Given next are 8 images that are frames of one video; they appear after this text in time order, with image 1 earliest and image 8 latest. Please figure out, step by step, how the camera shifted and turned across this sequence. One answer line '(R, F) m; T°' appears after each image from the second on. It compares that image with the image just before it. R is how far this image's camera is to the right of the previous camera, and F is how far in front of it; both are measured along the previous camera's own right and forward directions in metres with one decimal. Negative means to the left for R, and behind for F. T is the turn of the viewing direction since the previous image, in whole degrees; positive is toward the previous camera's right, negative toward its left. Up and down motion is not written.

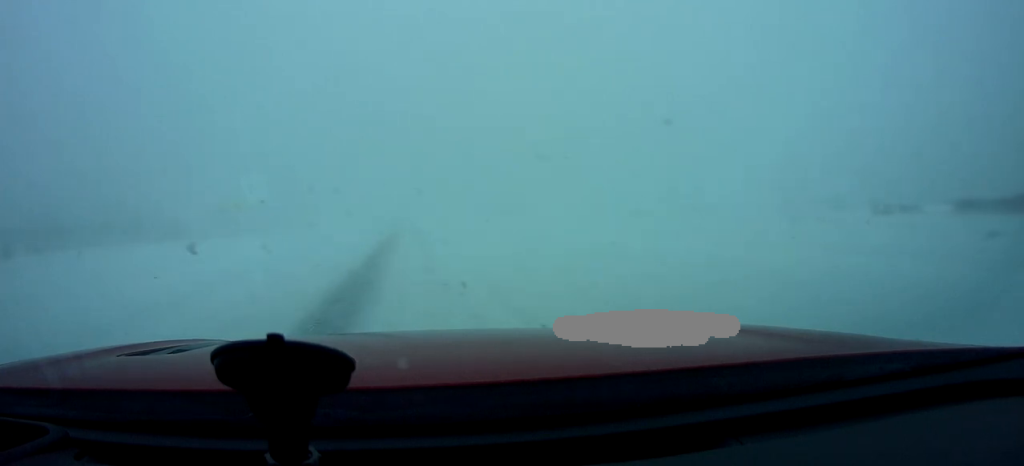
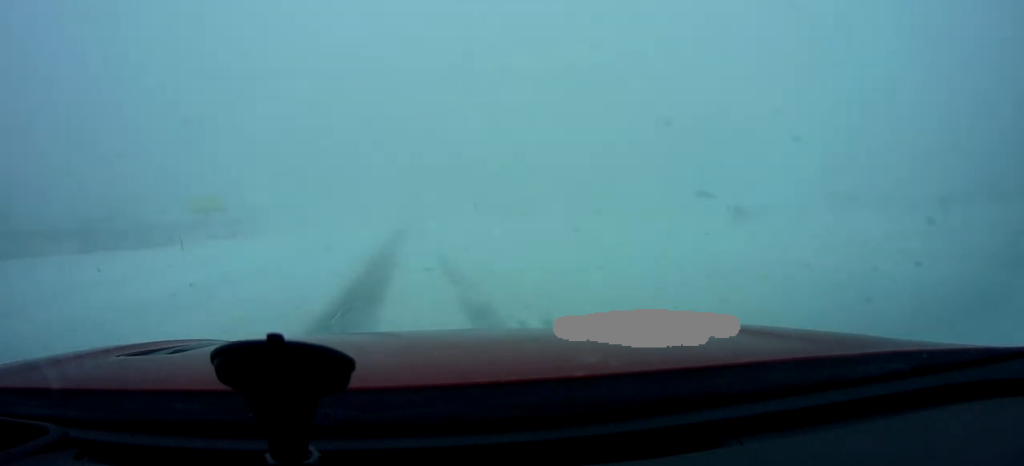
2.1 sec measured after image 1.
(-0.7, +28.0) m; -3°
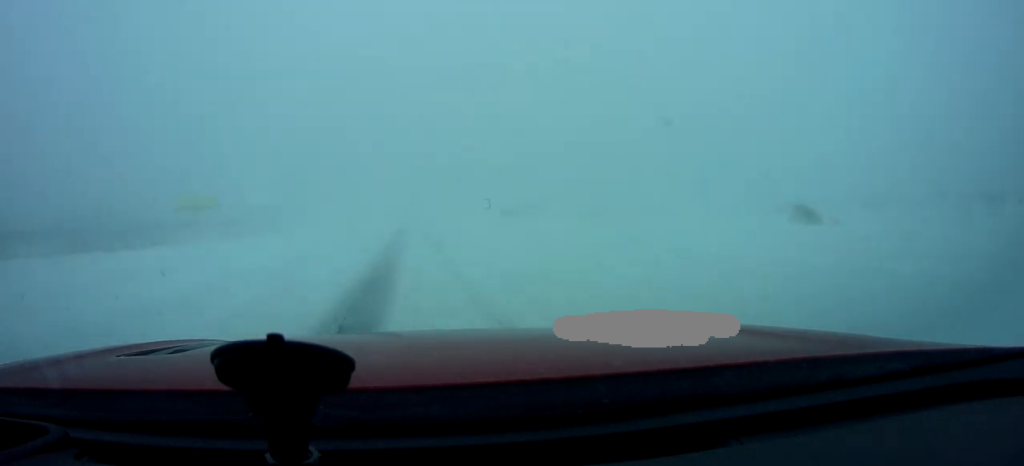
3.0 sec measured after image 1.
(0.0, +10.8) m; -1°
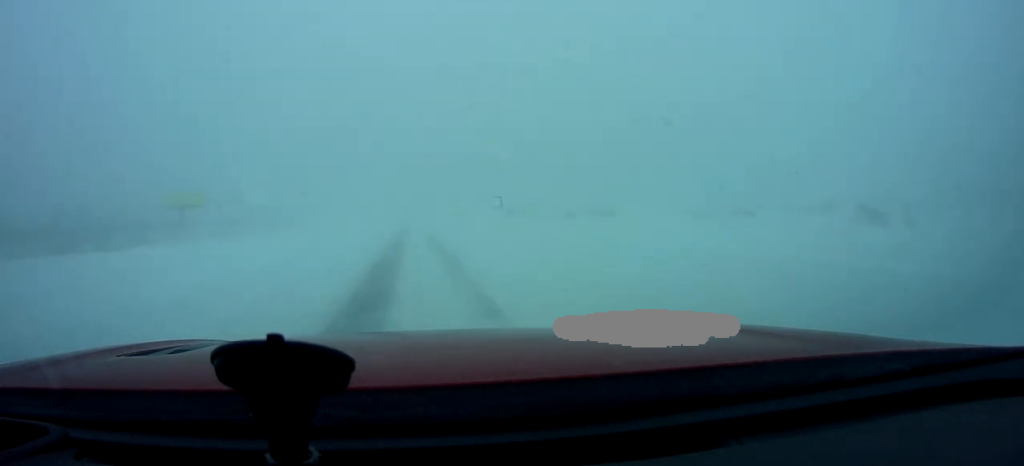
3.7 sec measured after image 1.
(-0.1, +9.3) m; 0°
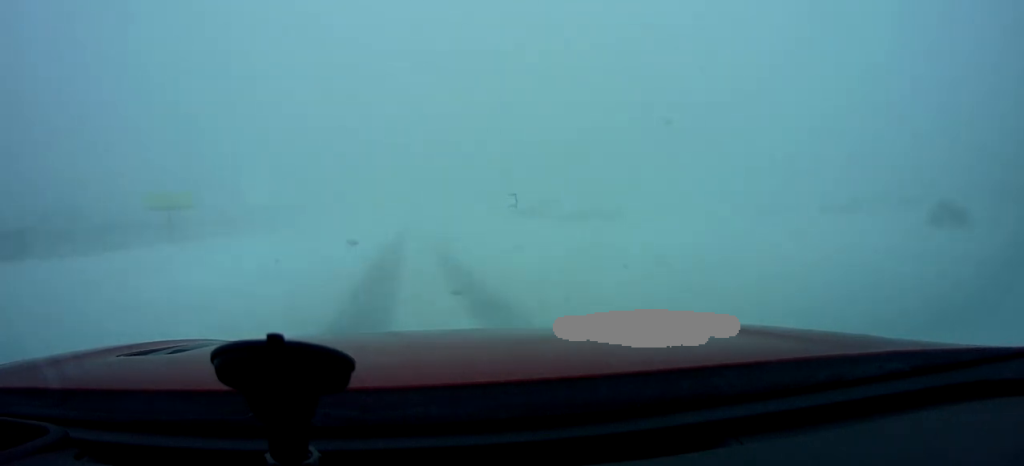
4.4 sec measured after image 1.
(-0.1, +9.4) m; +1°
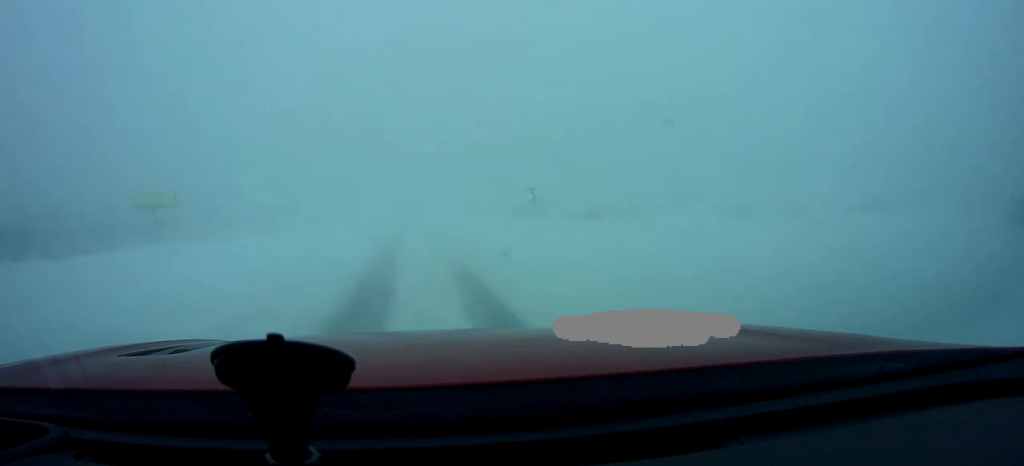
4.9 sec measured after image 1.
(+0.3, +7.7) m; +1°
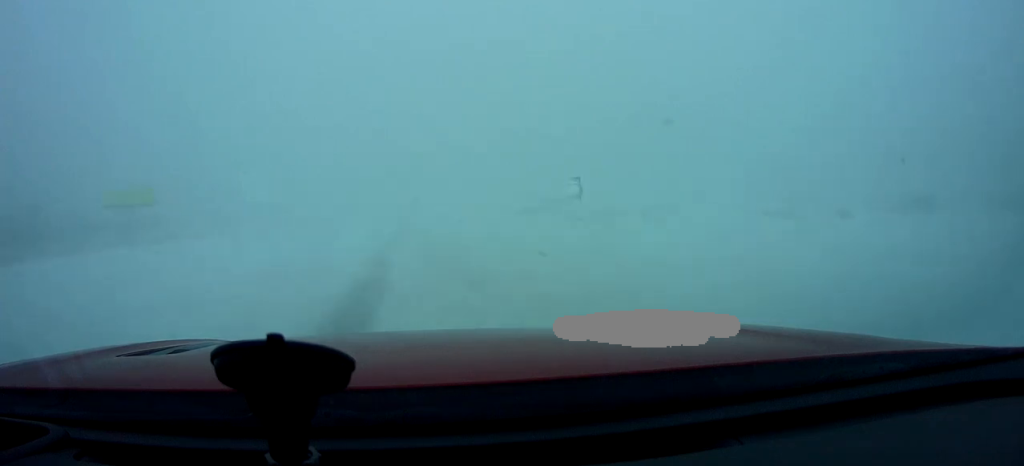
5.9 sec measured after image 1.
(0.0, +12.7) m; +1°
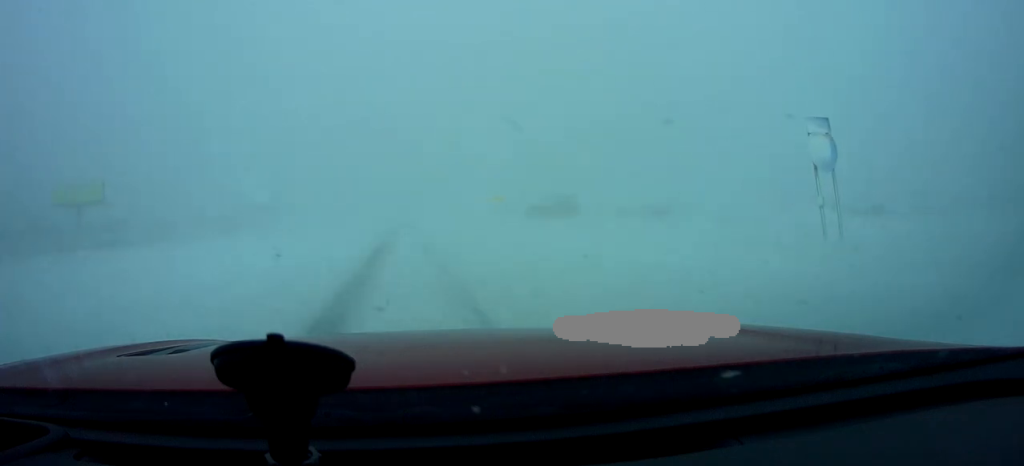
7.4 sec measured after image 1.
(+0.1, +21.2) m; 0°
